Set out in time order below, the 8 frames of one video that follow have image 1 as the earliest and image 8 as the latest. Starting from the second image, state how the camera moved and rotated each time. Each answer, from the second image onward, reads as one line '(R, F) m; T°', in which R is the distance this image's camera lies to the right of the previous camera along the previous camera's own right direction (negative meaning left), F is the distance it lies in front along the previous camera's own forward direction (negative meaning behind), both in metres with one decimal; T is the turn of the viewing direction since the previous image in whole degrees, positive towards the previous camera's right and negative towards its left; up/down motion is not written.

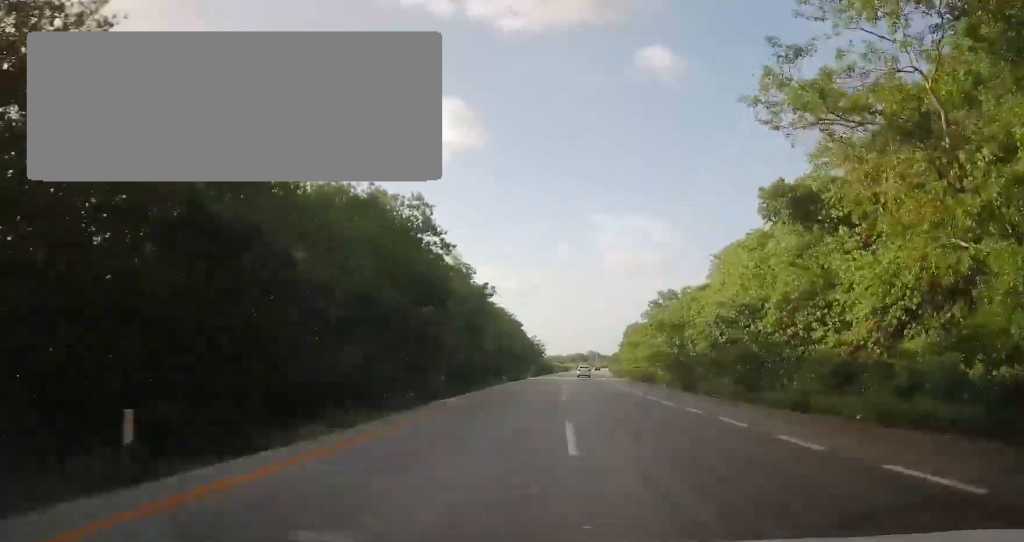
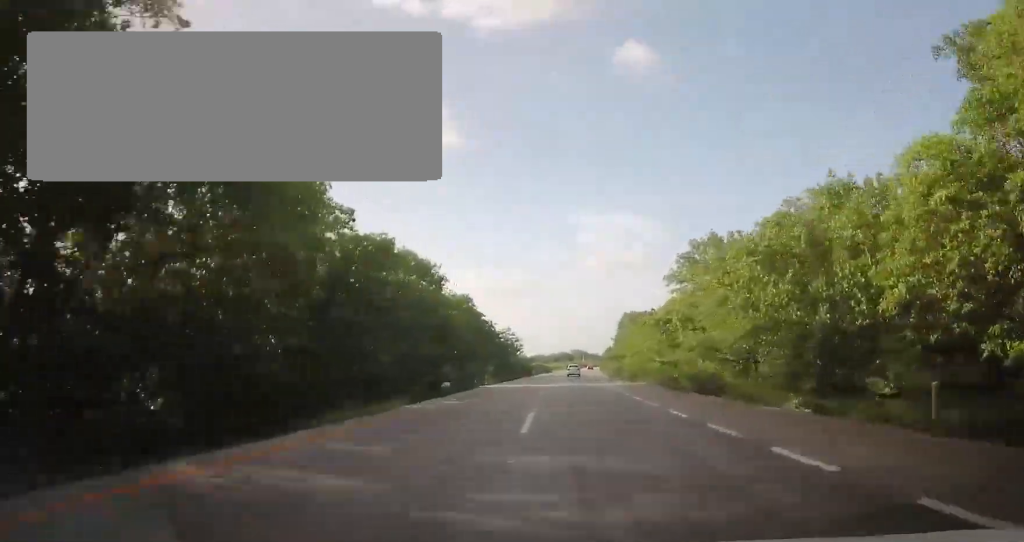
(+0.3, +27.0) m; +2°
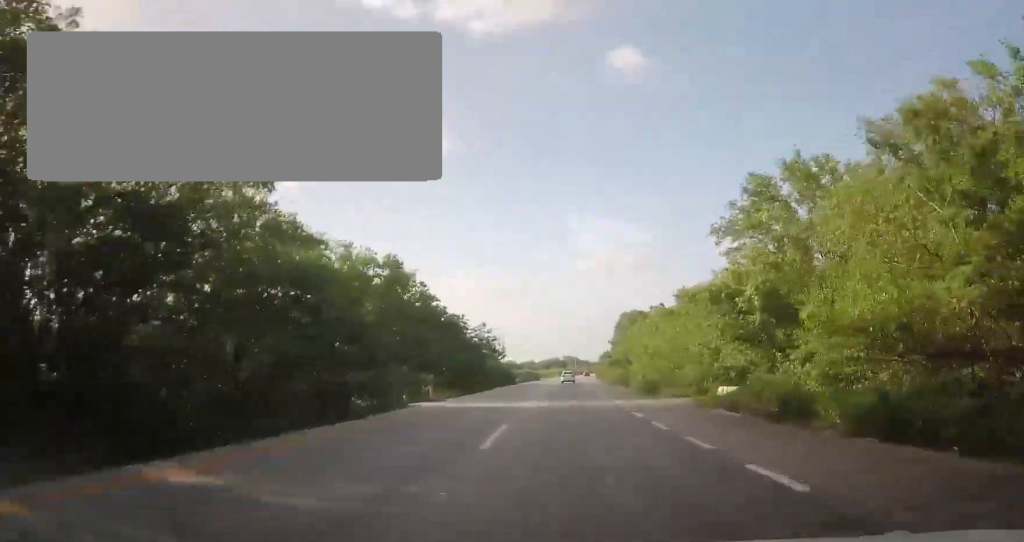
(+0.1, +16.8) m; +1°
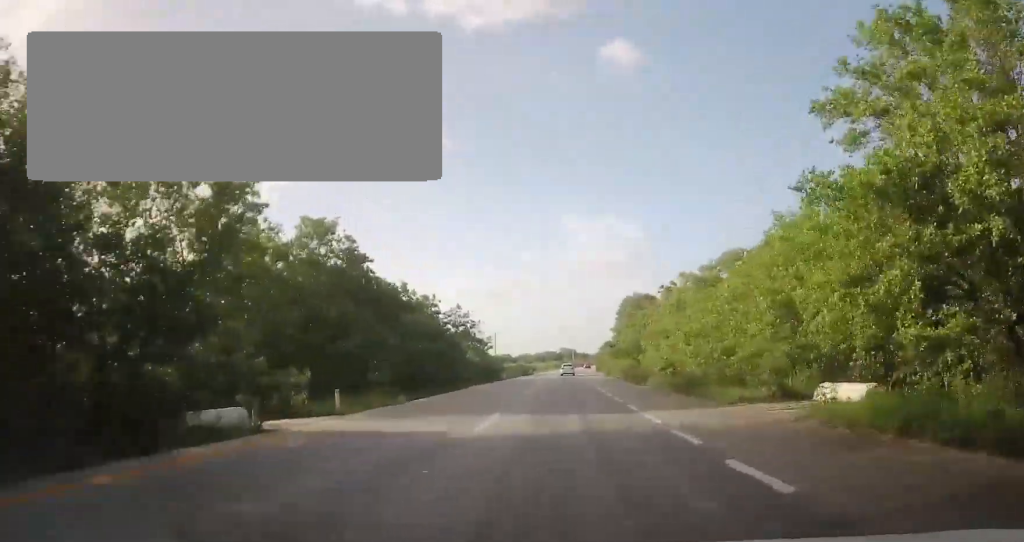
(+0.3, +12.6) m; +1°
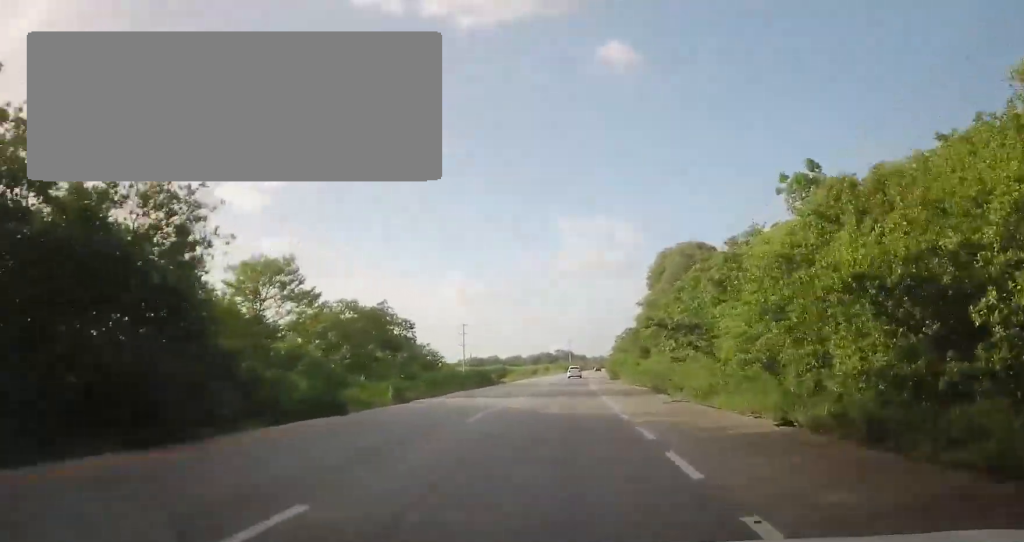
(+0.3, +42.3) m; 0°
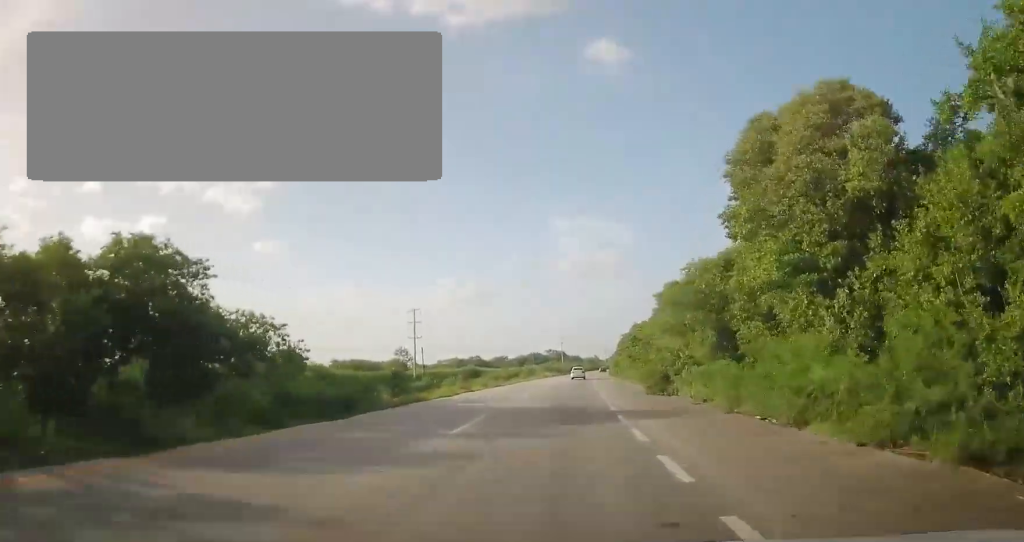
(0.0, +31.7) m; 0°
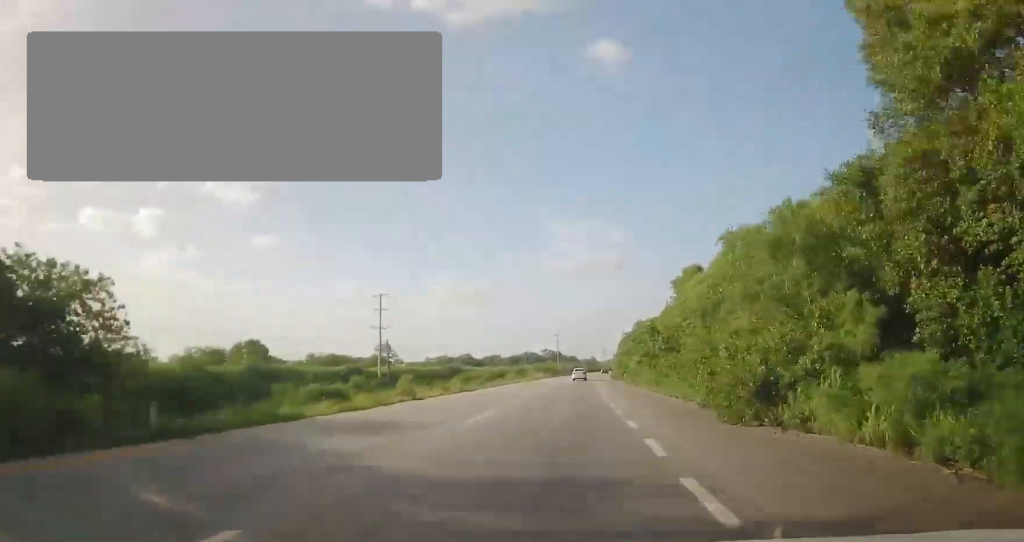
(0.0, +13.9) m; 0°
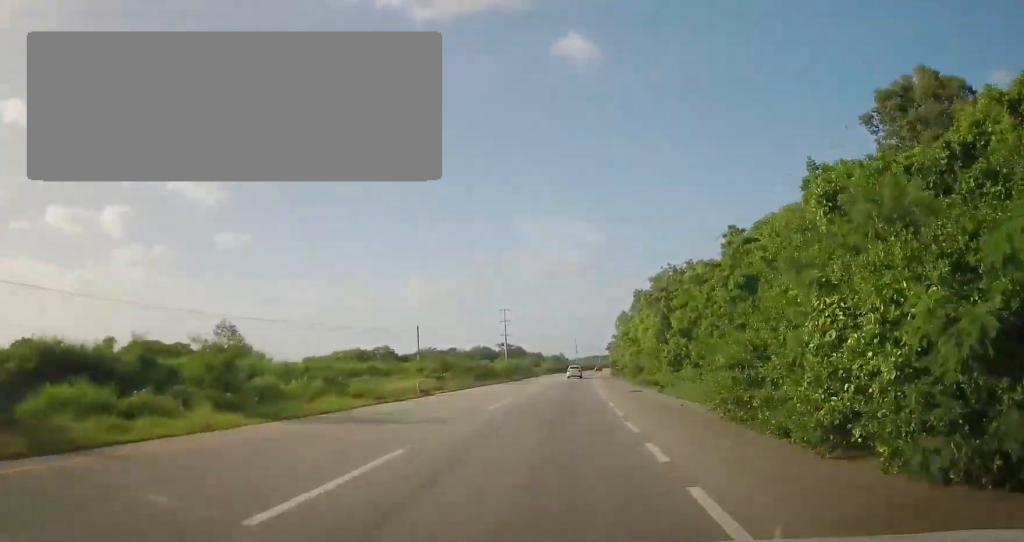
(+1.9, +69.0) m; +3°
